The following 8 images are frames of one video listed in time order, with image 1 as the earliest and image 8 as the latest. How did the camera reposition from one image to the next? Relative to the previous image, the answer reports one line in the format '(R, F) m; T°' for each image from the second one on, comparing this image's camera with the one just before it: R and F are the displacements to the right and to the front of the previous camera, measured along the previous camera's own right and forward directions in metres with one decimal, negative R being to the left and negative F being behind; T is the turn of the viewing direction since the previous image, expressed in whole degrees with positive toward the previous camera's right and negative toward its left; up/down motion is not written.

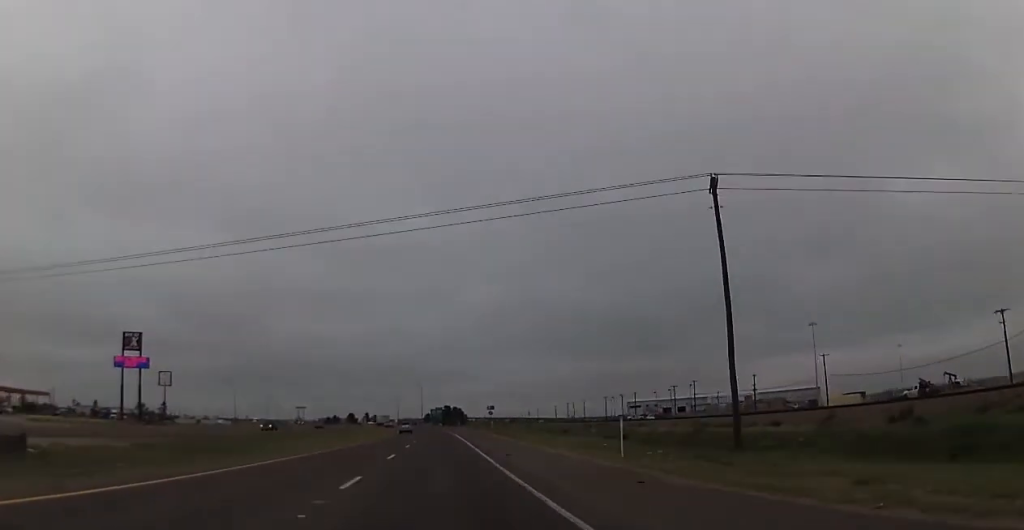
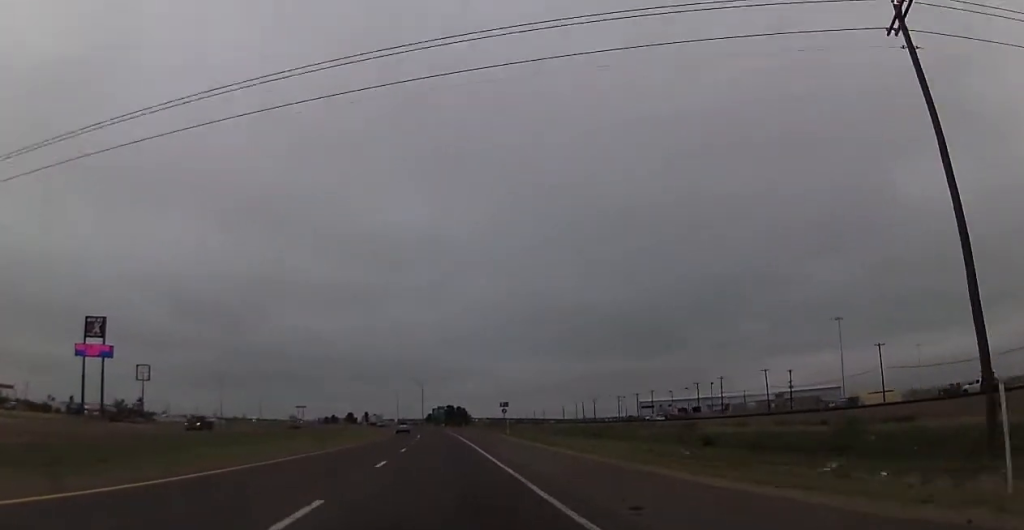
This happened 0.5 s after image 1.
(-0.2, +17.7) m; 0°
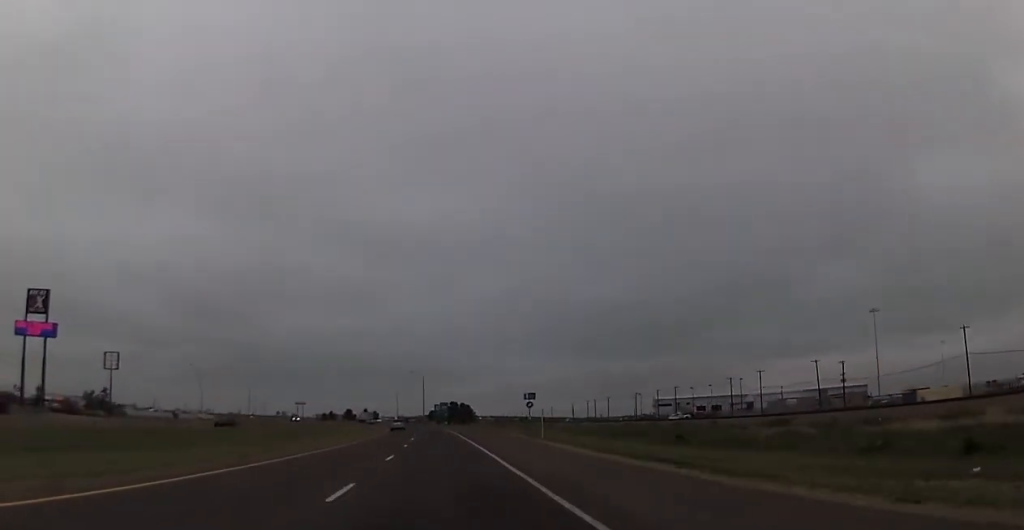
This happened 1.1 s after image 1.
(+0.3, +21.2) m; 0°
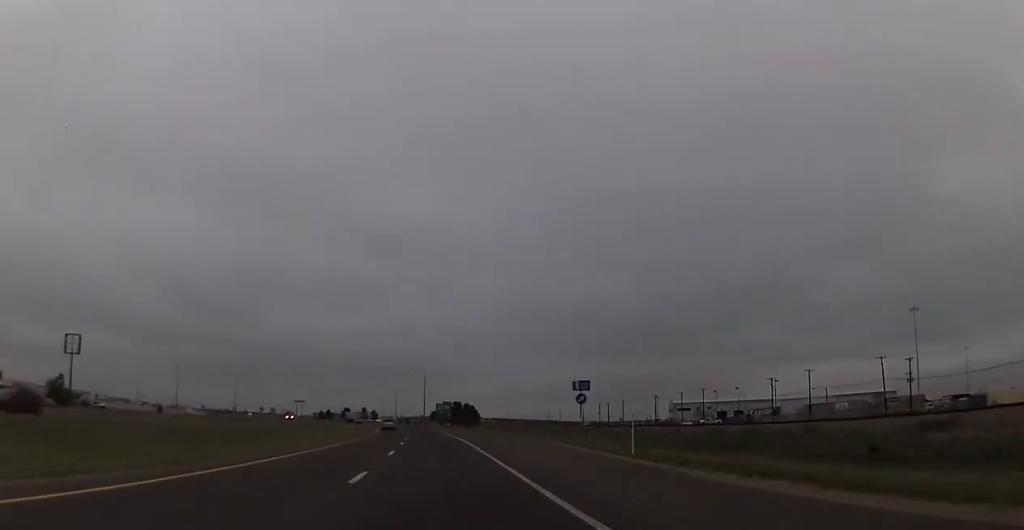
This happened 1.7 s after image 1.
(+0.1, +21.2) m; 0°
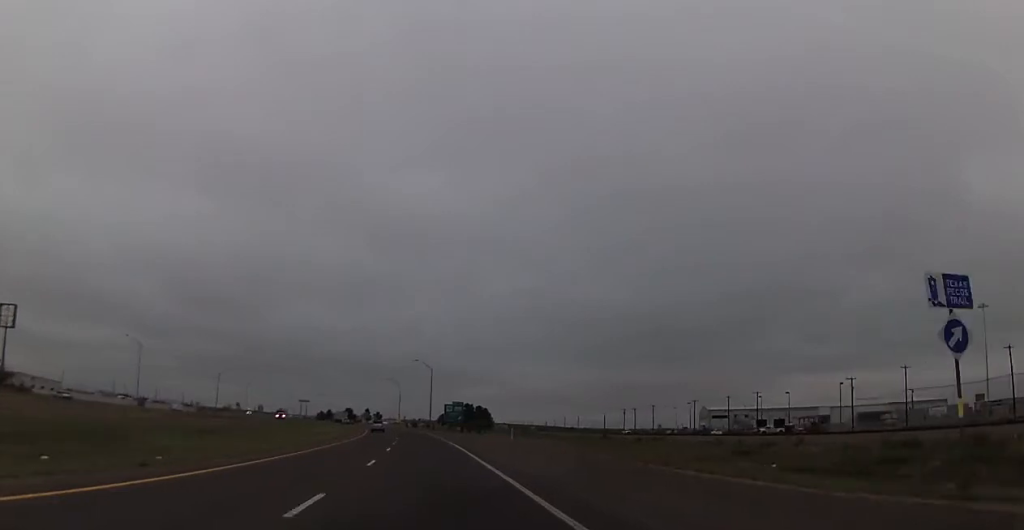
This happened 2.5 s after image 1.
(-0.3, +29.5) m; -1°
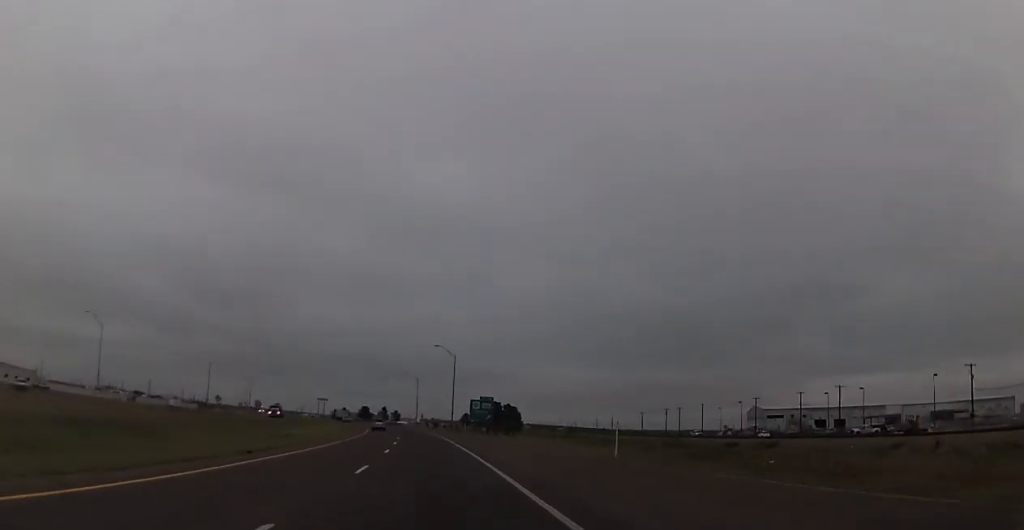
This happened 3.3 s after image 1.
(-0.2, +28.2) m; -1°
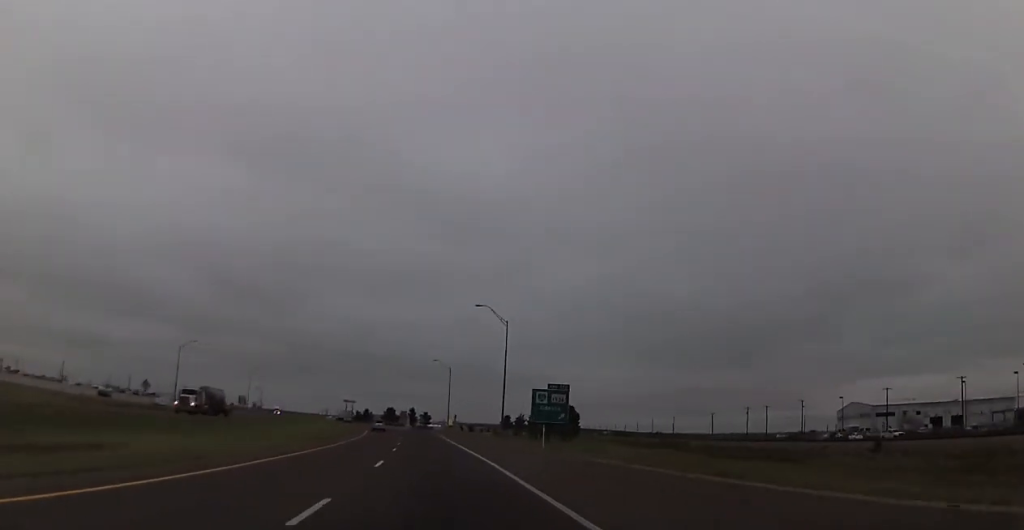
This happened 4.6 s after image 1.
(-0.8, +45.8) m; -1°
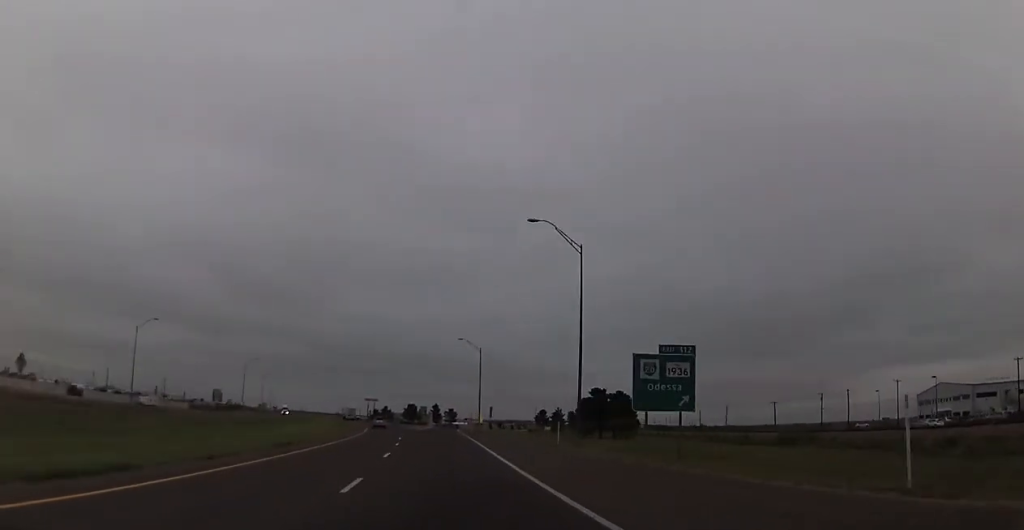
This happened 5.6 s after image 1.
(+0.2, +32.8) m; -1°
